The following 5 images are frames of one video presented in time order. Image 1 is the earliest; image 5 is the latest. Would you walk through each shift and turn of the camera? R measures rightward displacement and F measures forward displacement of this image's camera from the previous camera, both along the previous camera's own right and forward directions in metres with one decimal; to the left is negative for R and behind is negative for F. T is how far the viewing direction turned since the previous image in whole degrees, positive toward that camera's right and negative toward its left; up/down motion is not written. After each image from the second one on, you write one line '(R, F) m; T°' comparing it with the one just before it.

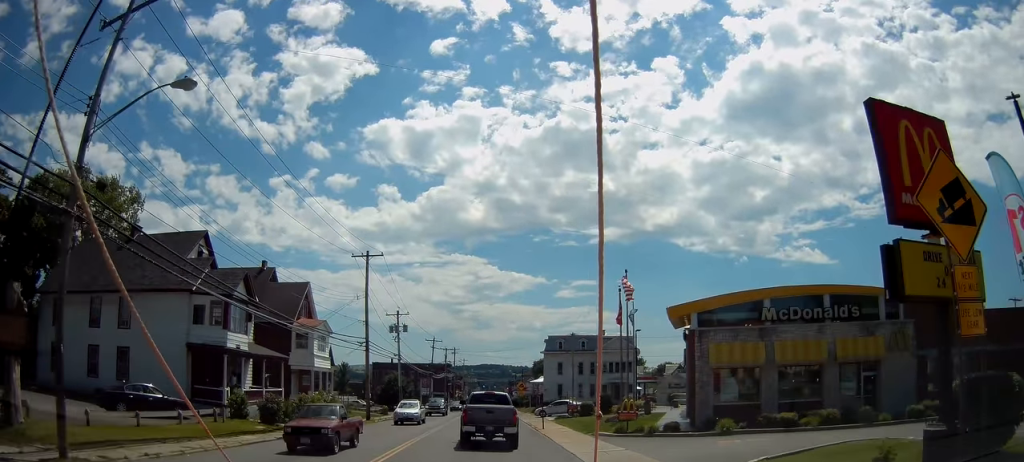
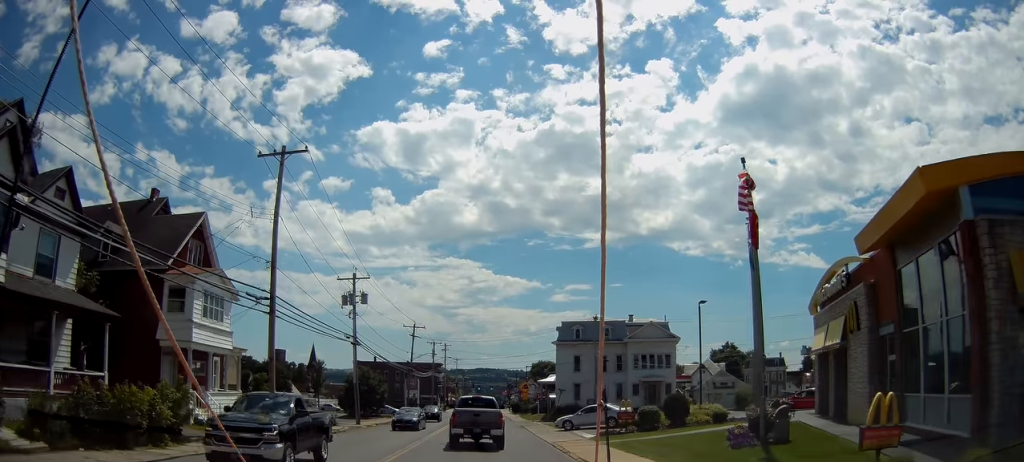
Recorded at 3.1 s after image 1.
(0.0, +19.1) m; -1°
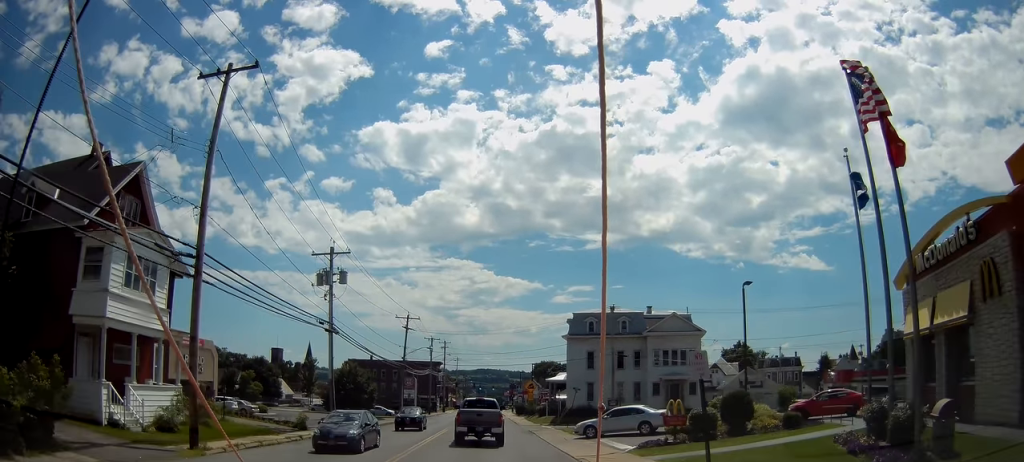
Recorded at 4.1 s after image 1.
(-0.4, +7.7) m; -1°
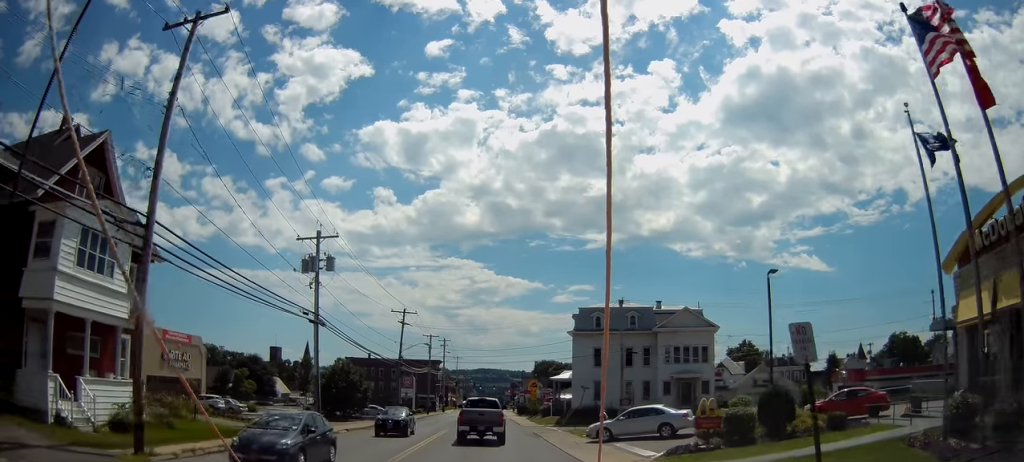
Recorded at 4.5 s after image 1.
(+0.1, +3.5) m; +1°
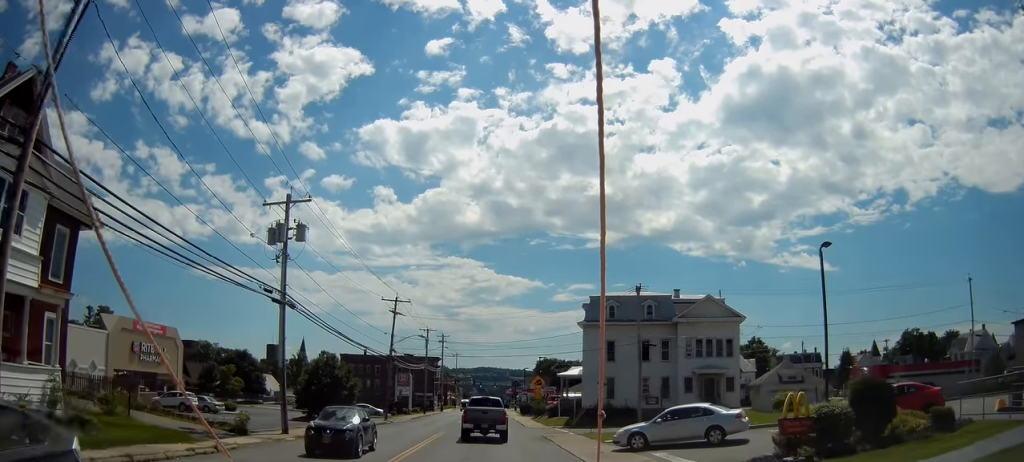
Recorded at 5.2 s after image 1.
(+0.1, +5.8) m; +1°
